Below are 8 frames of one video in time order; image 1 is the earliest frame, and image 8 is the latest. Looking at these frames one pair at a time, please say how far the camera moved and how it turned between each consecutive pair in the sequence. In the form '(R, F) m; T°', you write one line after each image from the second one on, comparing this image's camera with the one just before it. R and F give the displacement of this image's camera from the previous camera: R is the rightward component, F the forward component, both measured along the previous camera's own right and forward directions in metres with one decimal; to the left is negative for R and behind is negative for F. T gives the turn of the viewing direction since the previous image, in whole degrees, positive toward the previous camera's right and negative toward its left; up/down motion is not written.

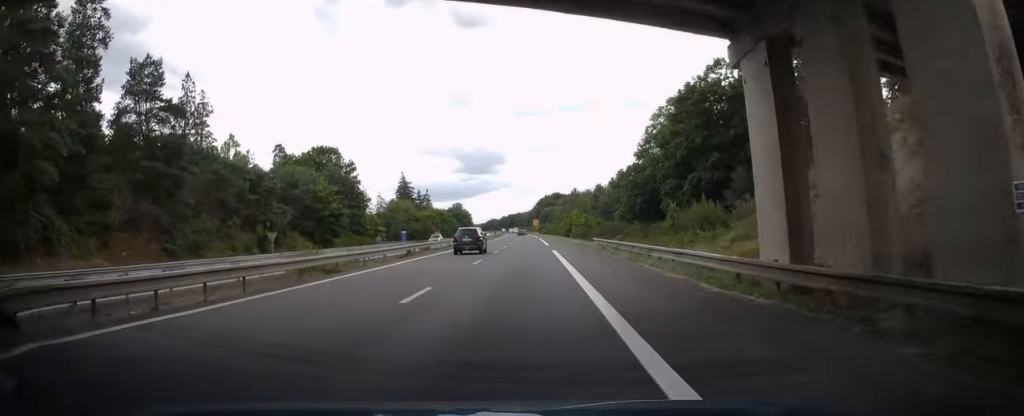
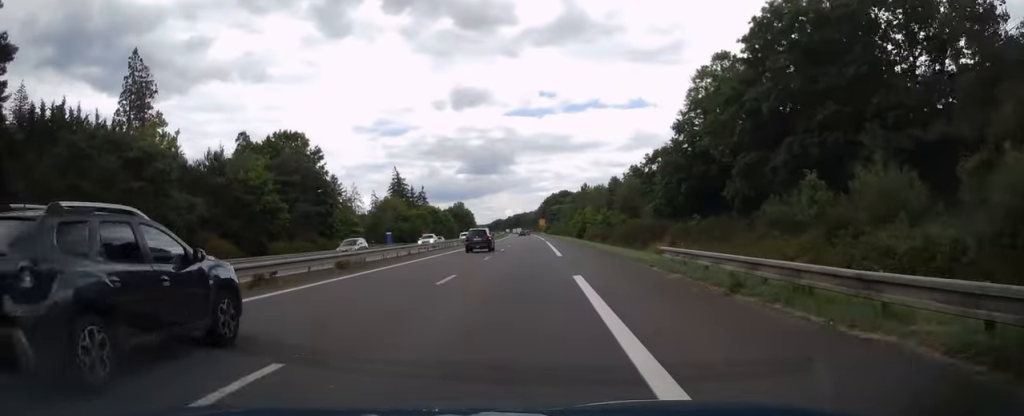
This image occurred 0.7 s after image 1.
(0.0, +21.7) m; 0°
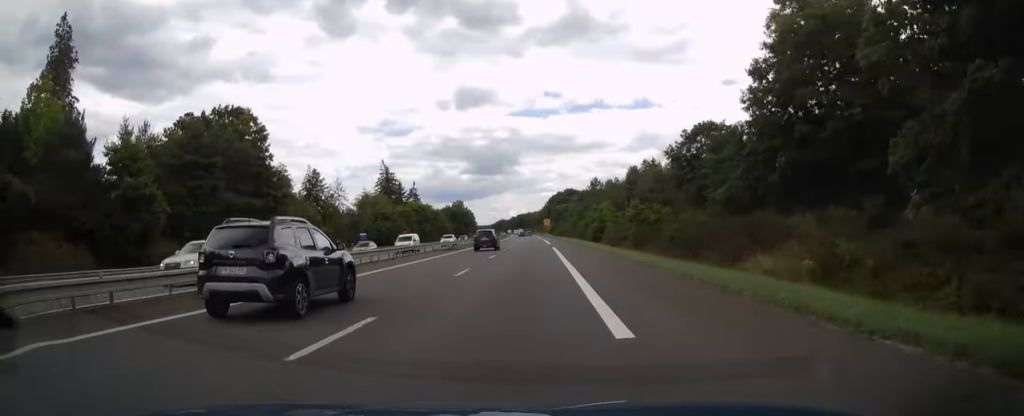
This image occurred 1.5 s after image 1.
(-0.1, +22.7) m; 0°
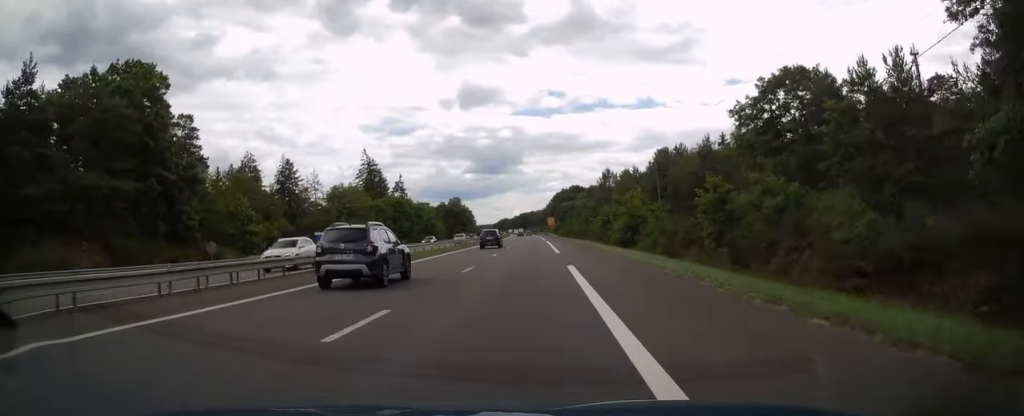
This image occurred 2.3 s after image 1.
(-0.1, +24.5) m; -1°
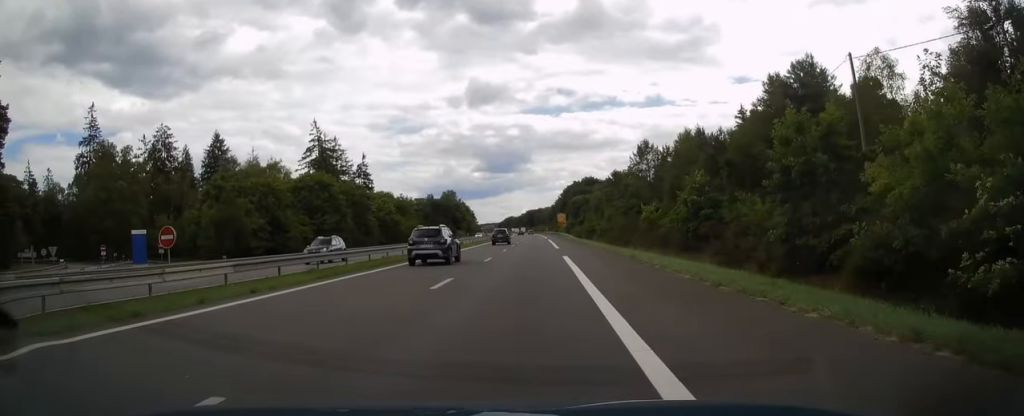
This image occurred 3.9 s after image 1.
(-0.3, +44.6) m; -1°
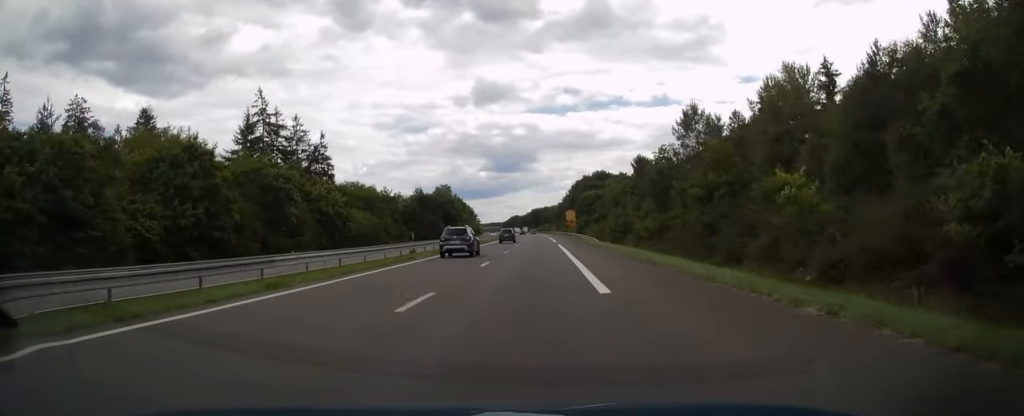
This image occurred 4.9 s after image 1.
(-0.1, +30.0) m; -1°
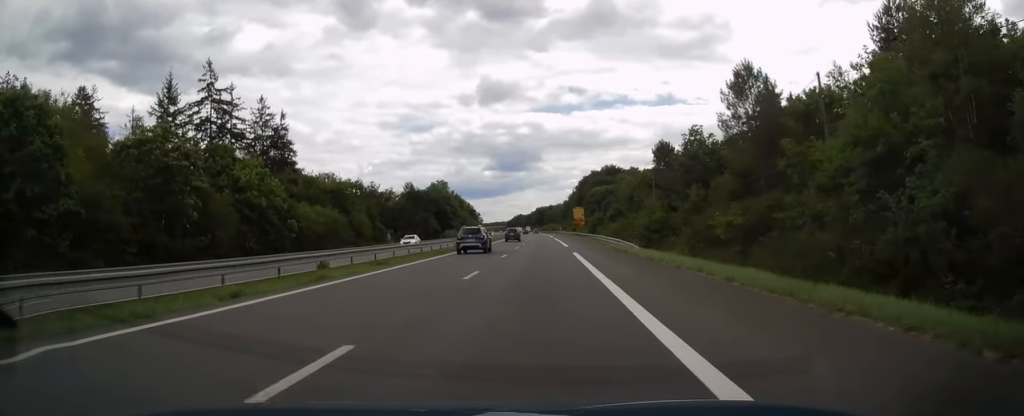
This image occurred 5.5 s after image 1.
(-0.1, +19.2) m; 0°
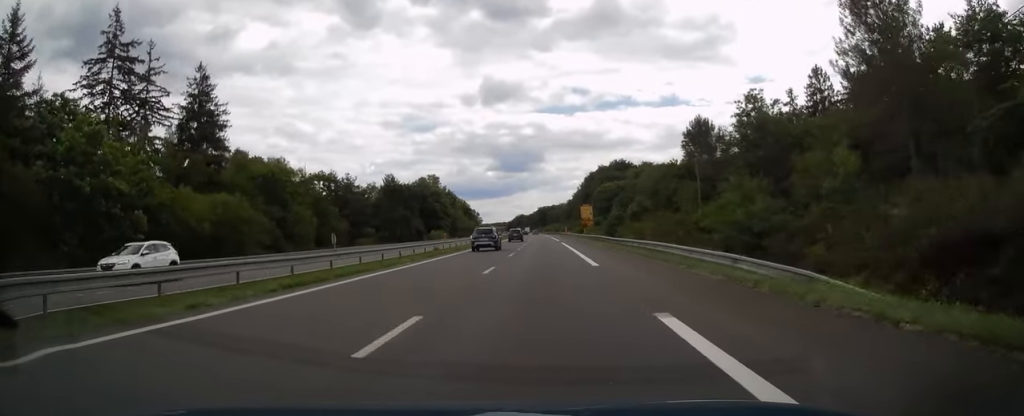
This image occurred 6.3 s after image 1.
(-0.1, +23.5) m; 0°
